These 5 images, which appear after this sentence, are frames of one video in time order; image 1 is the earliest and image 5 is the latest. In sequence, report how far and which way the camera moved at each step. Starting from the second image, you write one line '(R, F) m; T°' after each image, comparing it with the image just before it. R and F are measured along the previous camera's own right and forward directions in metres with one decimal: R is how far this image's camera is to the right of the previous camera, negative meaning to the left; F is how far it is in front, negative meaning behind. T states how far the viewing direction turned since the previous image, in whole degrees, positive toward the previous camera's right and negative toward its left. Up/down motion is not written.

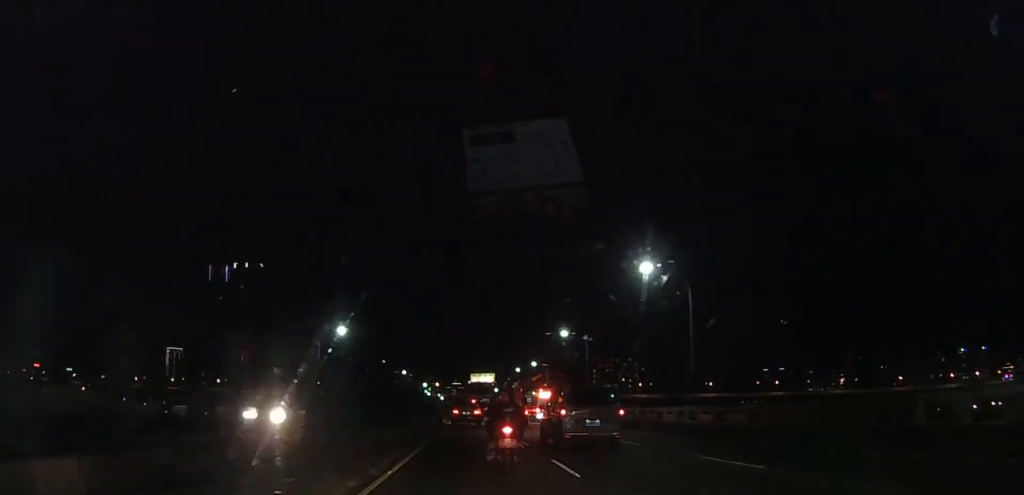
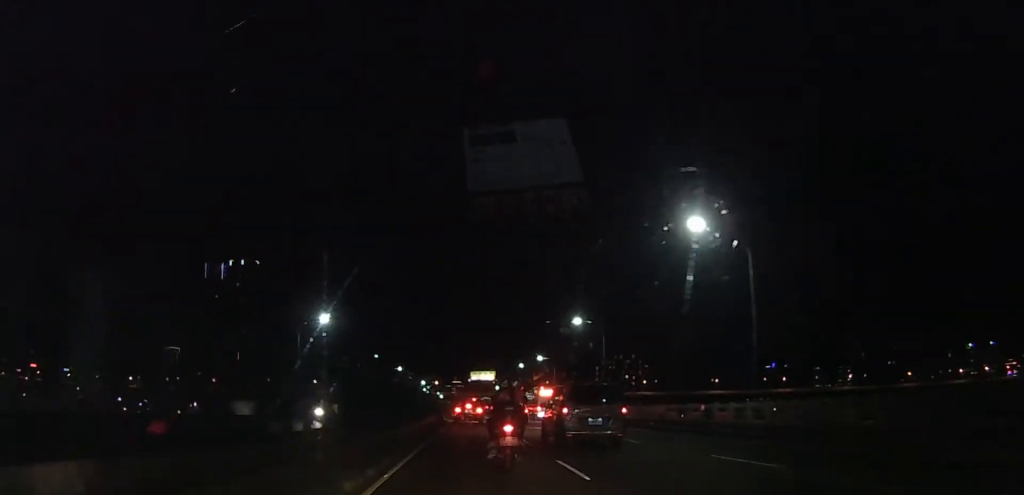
(0.0, +10.4) m; 0°
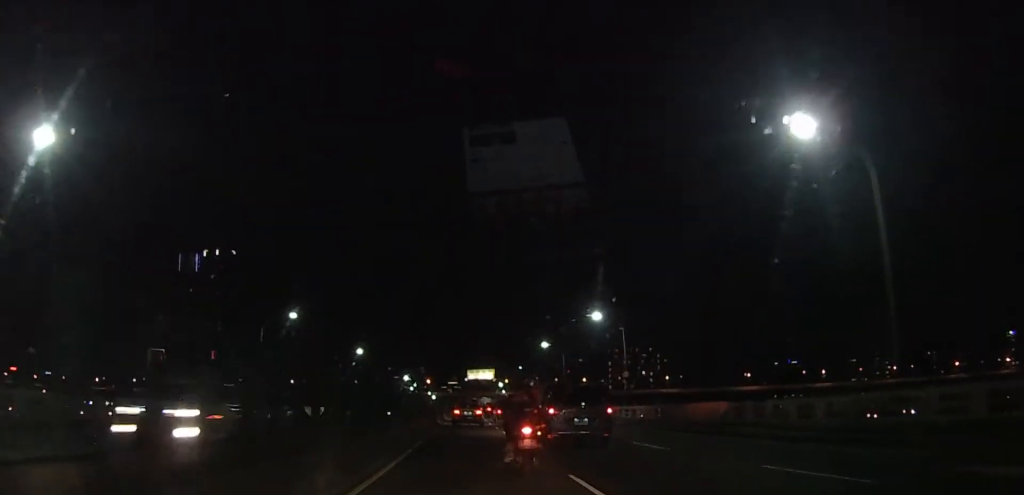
(+0.4, +53.1) m; 0°
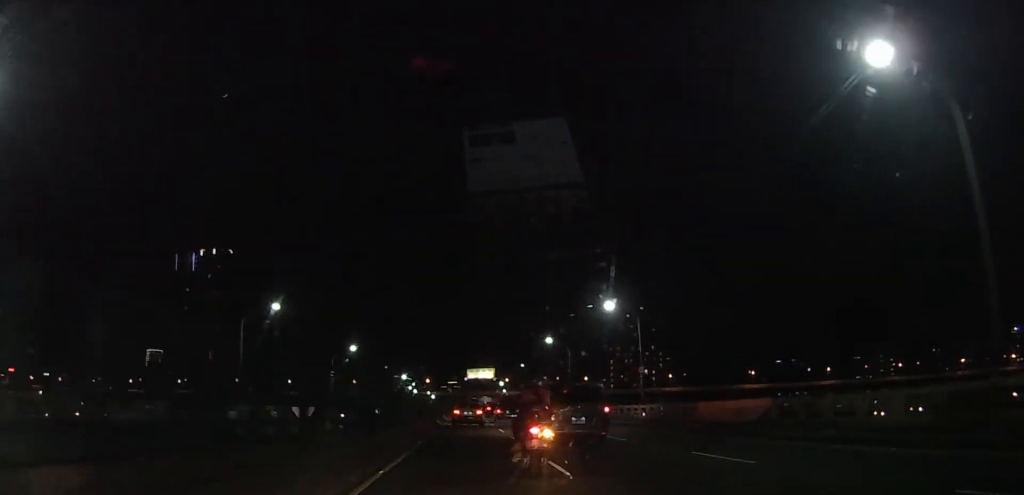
(0.0, +5.6) m; 0°
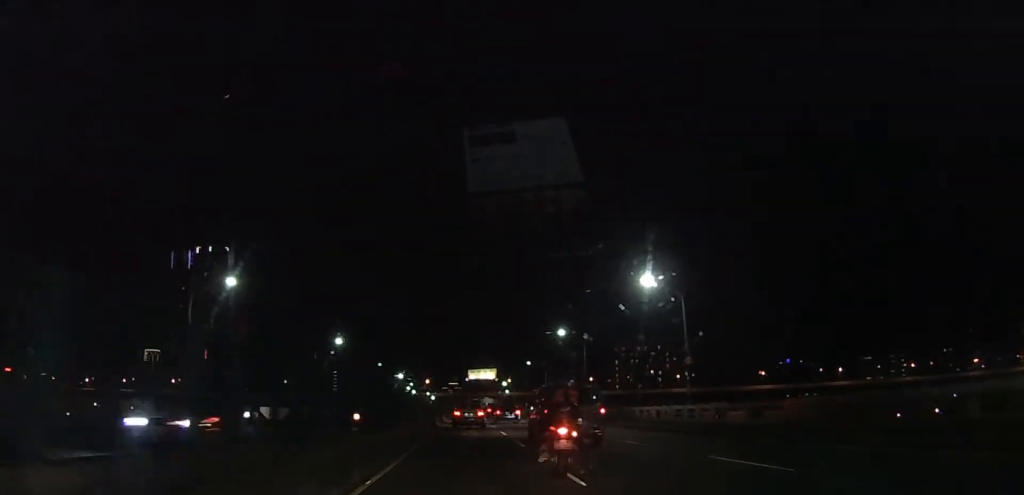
(0.0, +11.6) m; 0°
